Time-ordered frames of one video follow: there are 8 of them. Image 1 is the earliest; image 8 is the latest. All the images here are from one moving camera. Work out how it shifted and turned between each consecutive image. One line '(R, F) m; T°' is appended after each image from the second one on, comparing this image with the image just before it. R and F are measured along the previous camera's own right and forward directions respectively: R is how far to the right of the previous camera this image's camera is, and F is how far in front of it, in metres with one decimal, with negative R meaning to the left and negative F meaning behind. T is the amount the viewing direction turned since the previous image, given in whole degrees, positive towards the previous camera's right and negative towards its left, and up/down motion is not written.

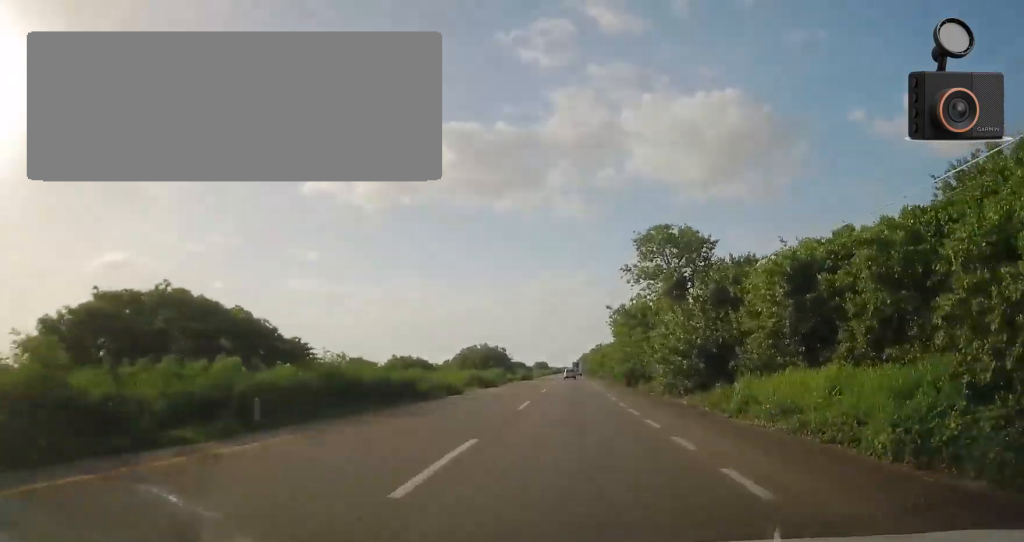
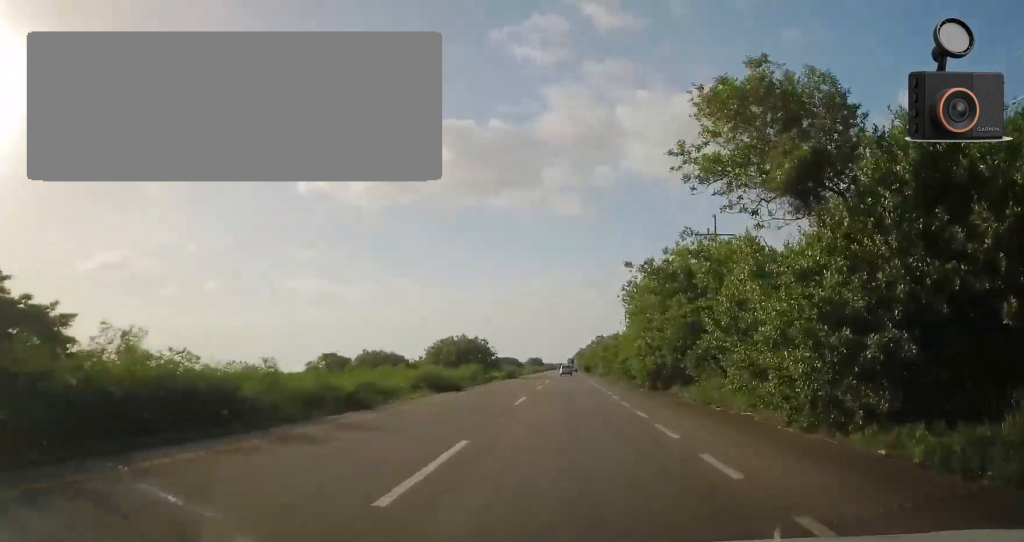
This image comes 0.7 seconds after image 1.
(0.0, +15.4) m; 0°
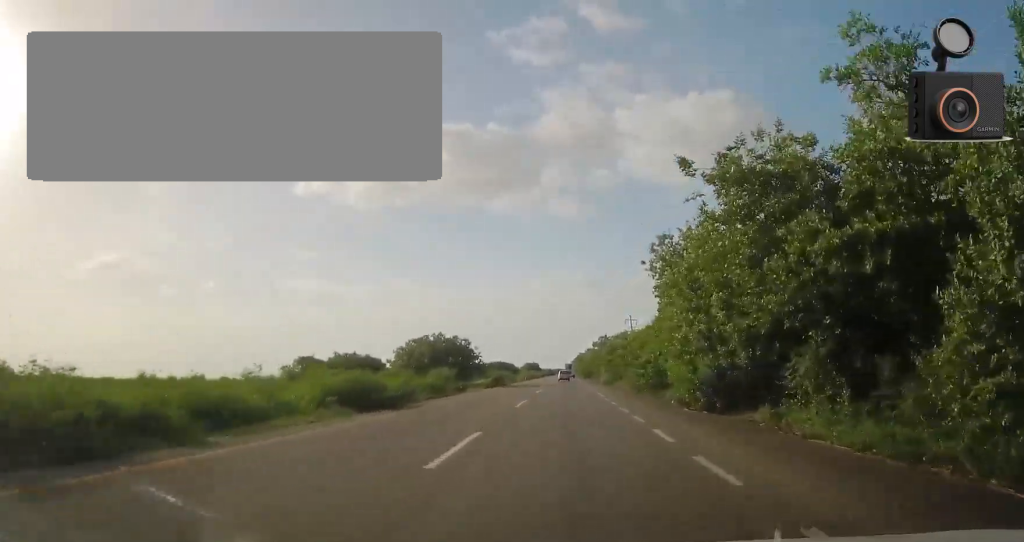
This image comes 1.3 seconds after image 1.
(0.0, +12.6) m; 0°
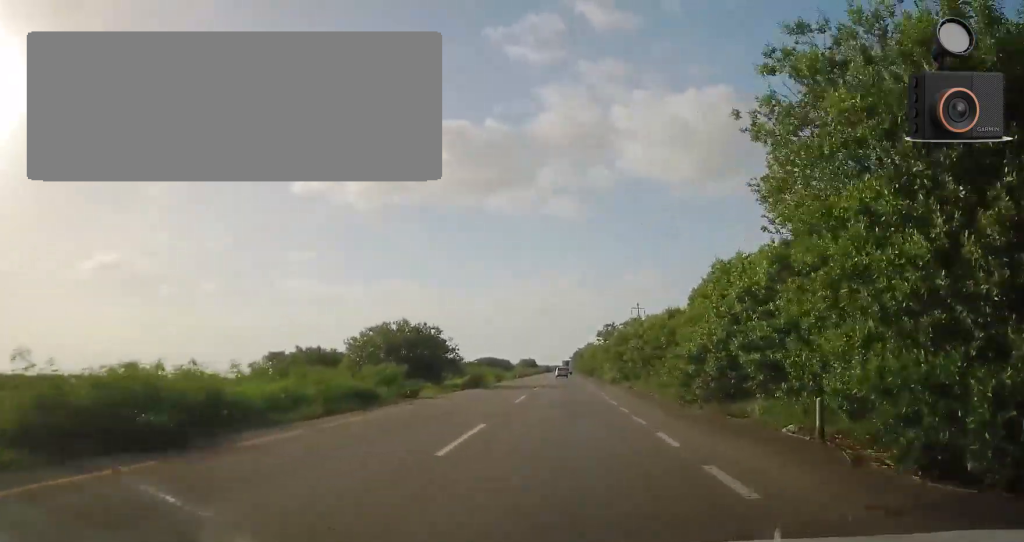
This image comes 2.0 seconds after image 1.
(0.0, +13.3) m; 0°
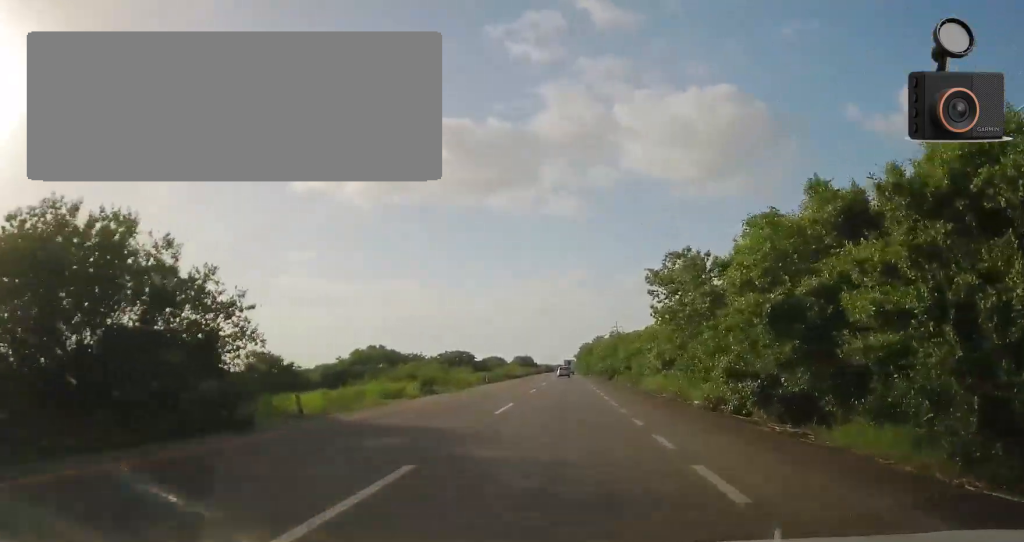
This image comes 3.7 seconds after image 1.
(0.0, +36.2) m; 0°
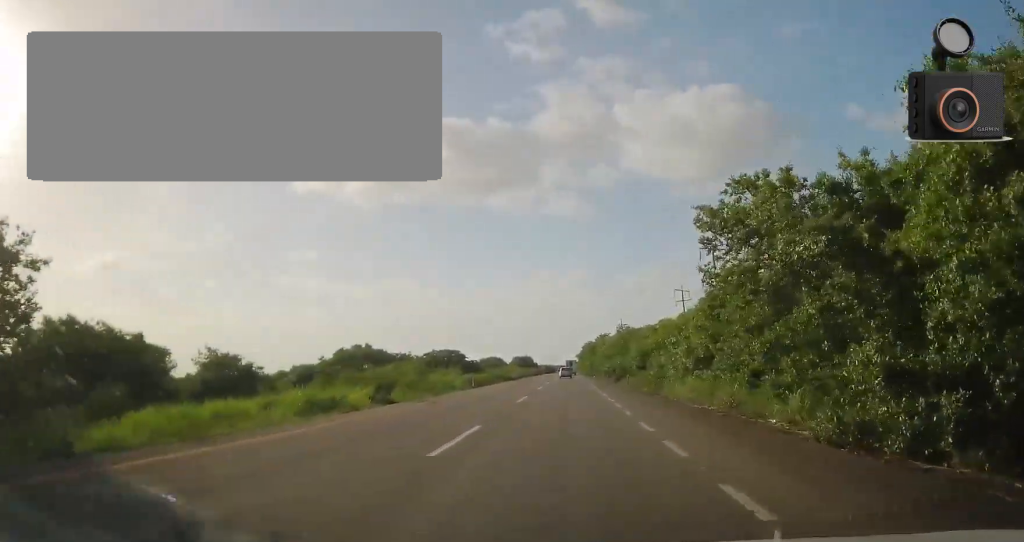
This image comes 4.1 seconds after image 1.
(0.0, +8.8) m; 0°
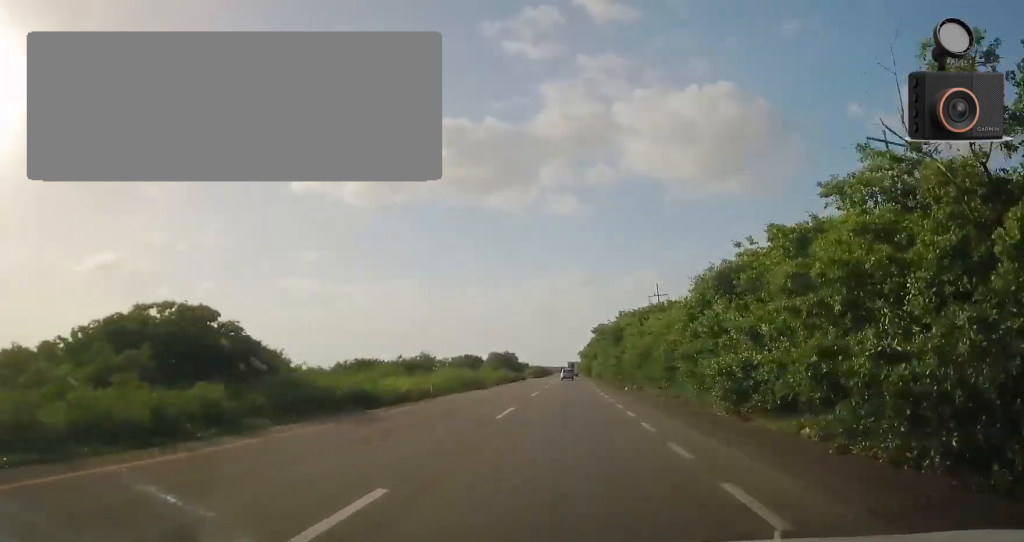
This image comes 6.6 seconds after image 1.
(-0.9, +52.0) m; -1°
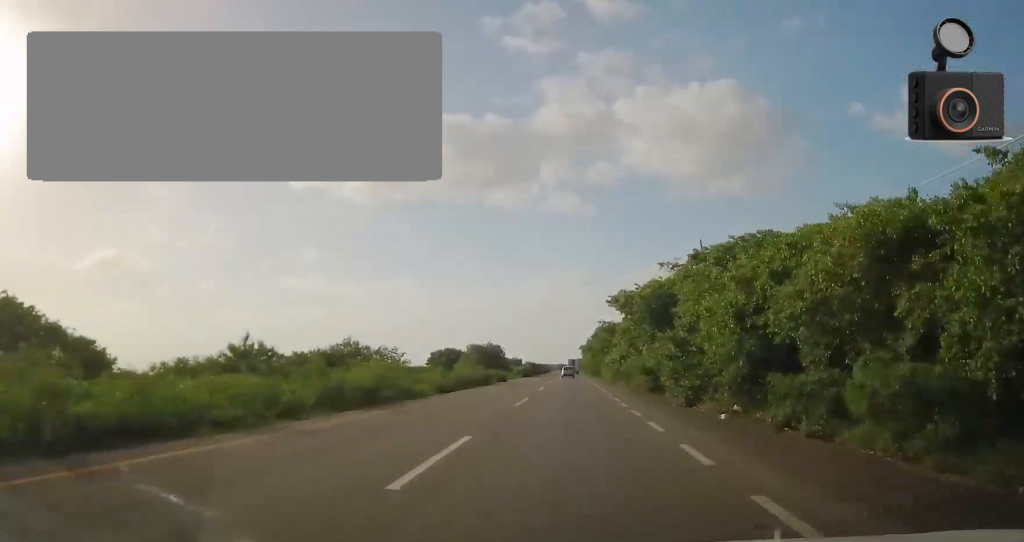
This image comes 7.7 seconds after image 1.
(+0.5, +24.9) m; +1°
